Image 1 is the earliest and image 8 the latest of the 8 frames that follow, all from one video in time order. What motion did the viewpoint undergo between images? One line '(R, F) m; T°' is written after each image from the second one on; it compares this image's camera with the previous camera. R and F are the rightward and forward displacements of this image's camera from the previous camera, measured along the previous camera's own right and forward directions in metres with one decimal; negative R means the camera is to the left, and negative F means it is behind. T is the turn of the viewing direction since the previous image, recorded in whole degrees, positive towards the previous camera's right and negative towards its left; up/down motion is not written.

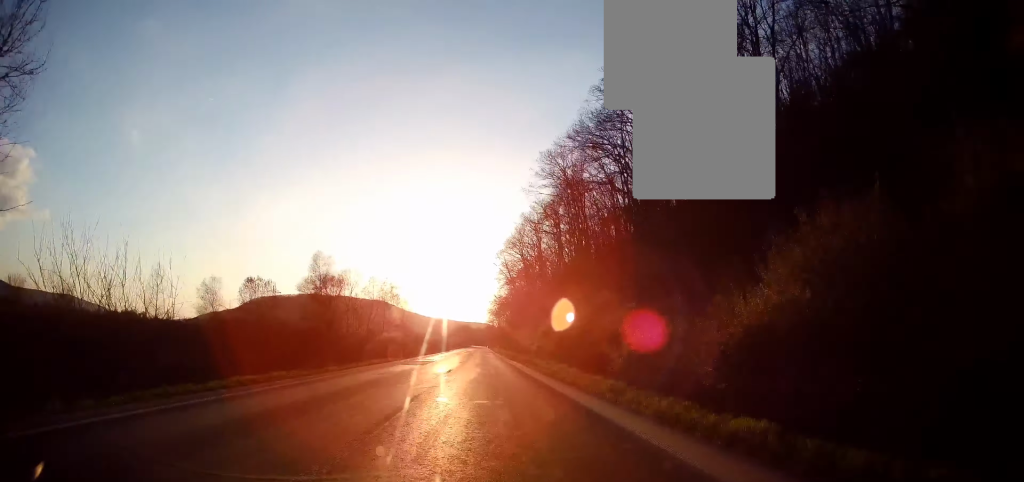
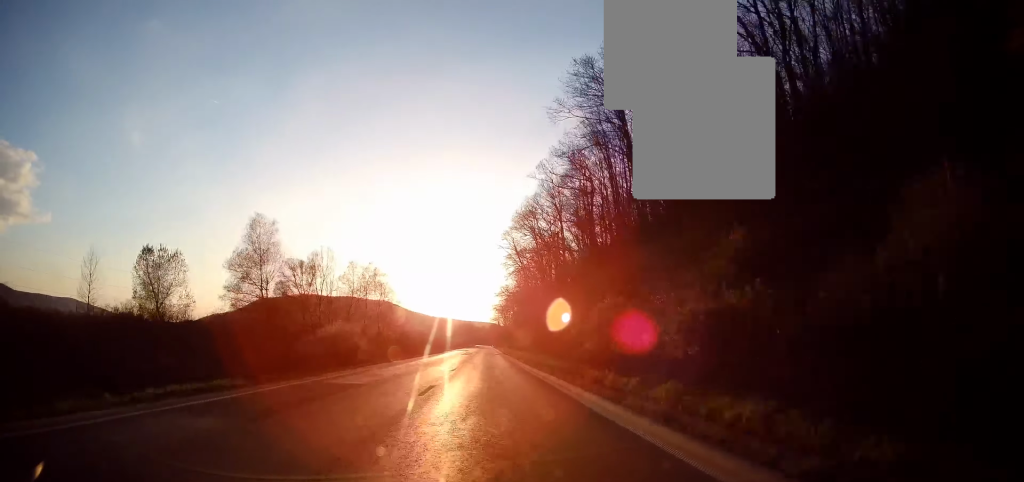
(-0.1, +22.8) m; 0°
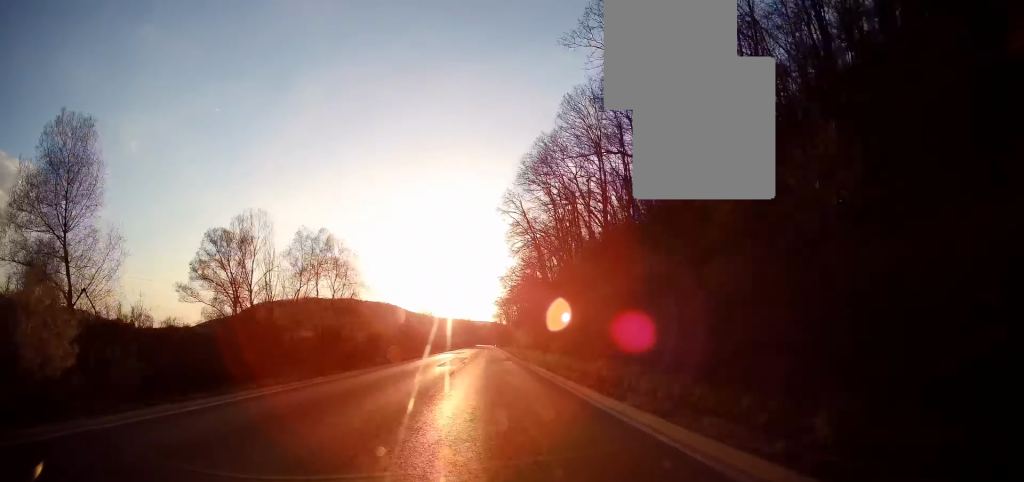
(0.0, +28.9) m; -1°
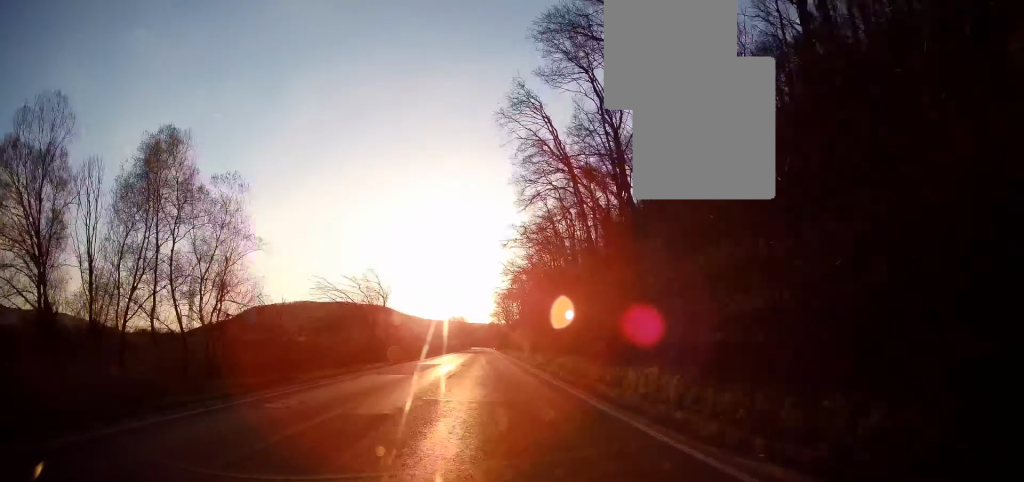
(-0.3, +35.6) m; 0°
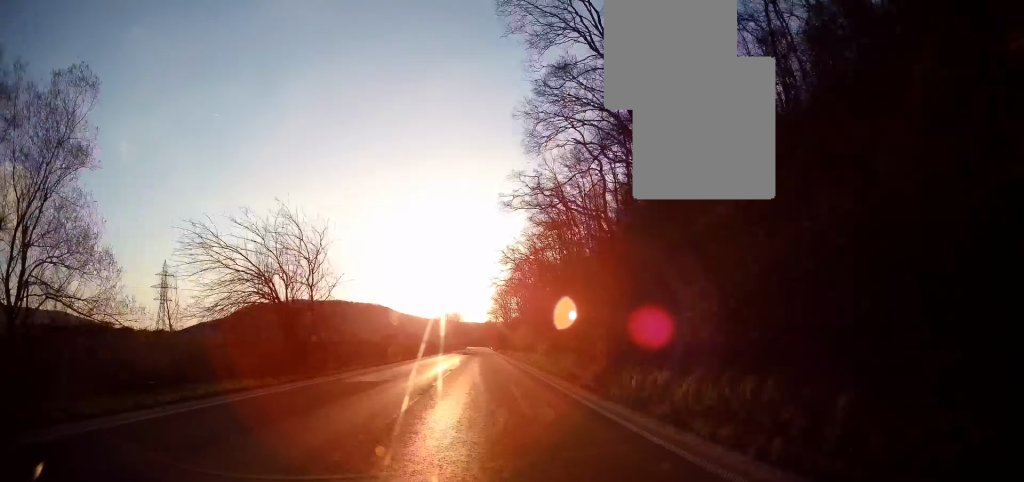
(+0.3, +18.2) m; +1°
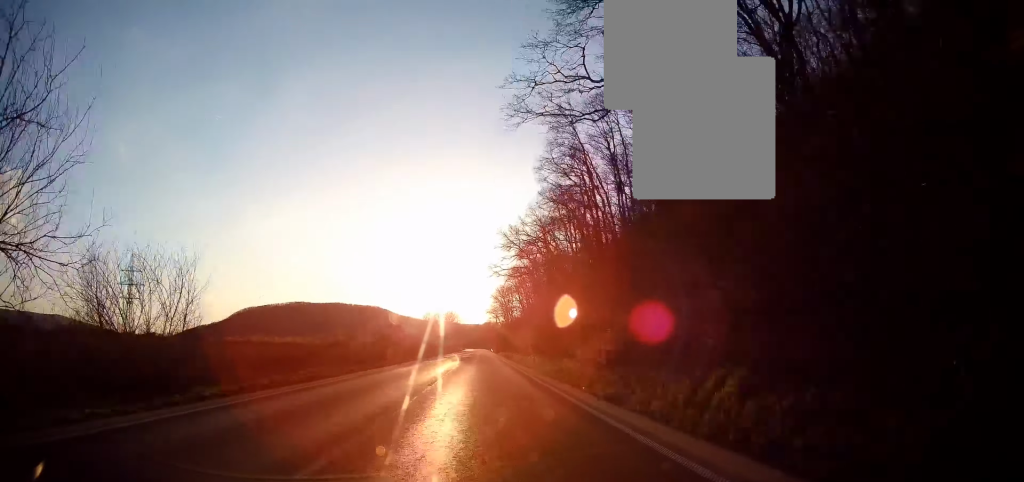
(0.0, +19.8) m; 0°
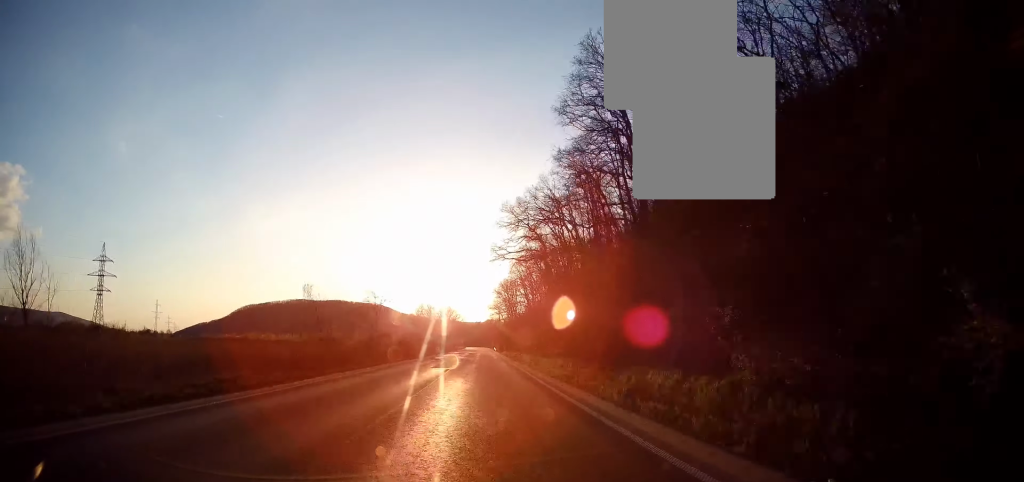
(0.0, +16.4) m; 0°
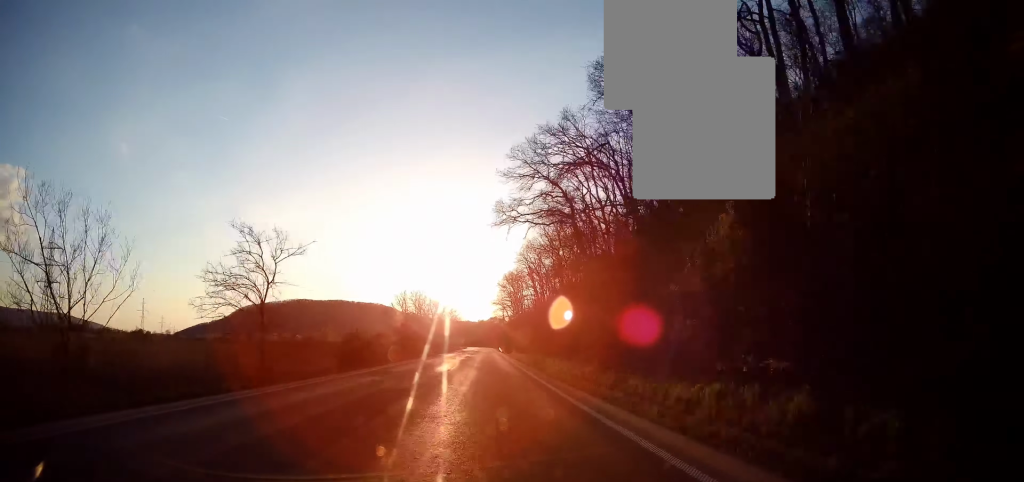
(0.0, +24.1) m; 0°
